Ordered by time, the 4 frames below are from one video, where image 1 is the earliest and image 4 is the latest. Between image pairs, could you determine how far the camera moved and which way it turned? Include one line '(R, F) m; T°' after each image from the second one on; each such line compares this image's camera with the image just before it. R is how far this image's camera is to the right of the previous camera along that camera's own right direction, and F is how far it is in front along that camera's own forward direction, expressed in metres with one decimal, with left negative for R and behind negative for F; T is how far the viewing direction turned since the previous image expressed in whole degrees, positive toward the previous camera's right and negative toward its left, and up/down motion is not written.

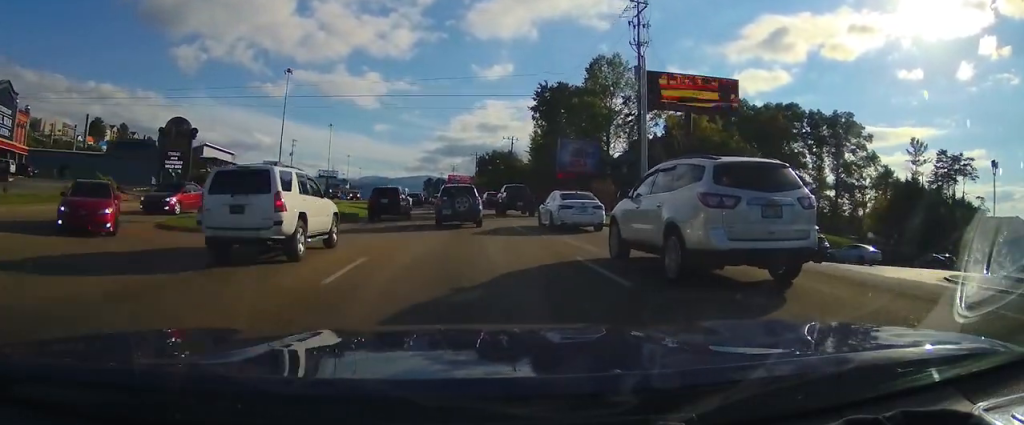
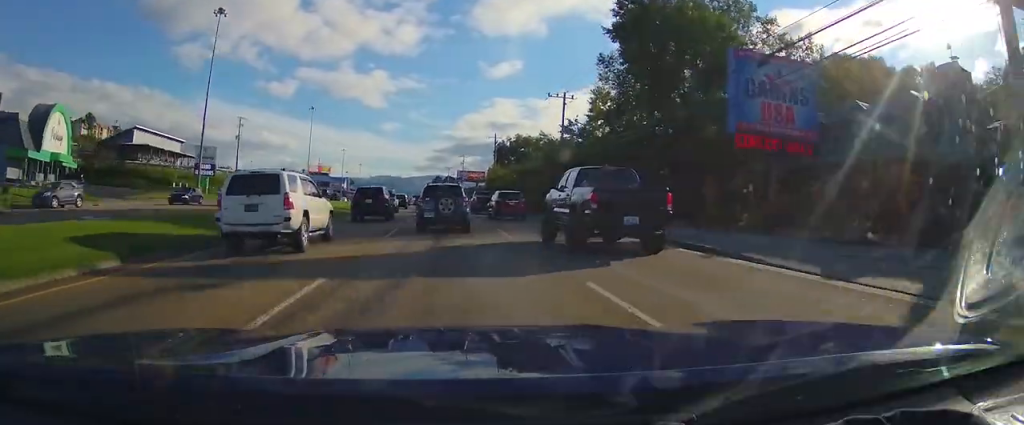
(-0.3, +37.1) m; -2°
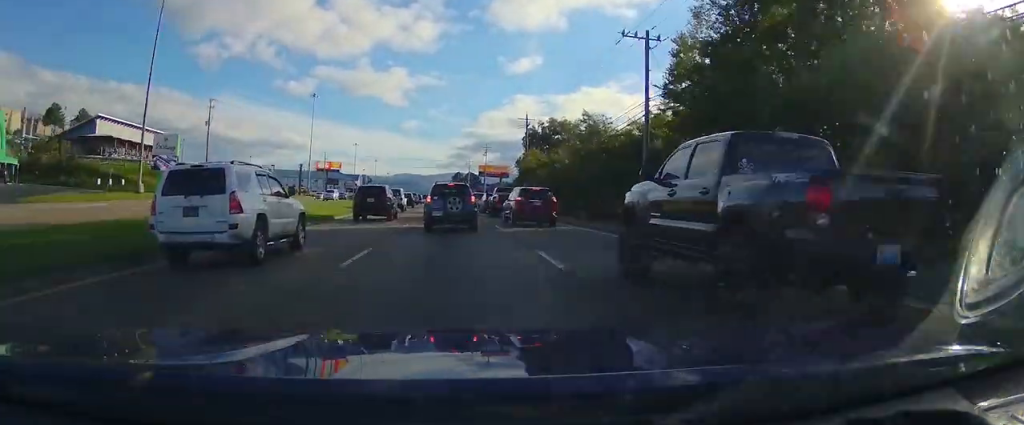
(-0.4, +17.8) m; -1°
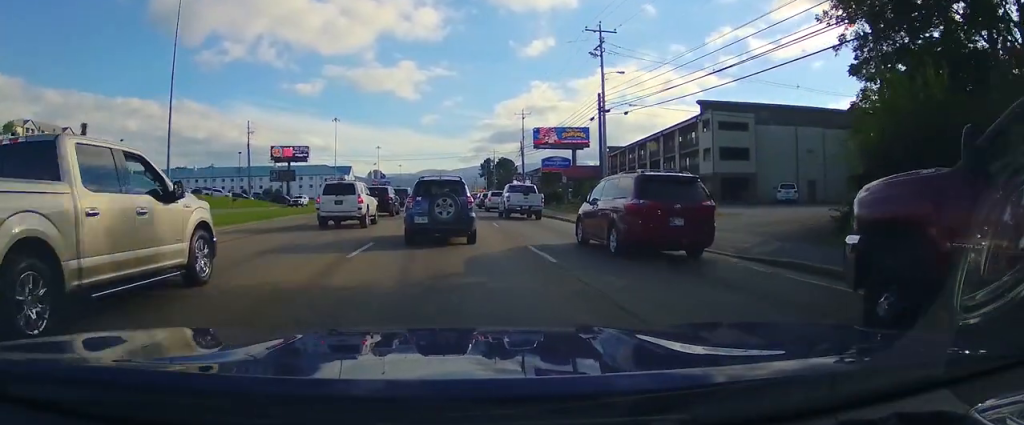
(-3.0, +81.2) m; -5°
